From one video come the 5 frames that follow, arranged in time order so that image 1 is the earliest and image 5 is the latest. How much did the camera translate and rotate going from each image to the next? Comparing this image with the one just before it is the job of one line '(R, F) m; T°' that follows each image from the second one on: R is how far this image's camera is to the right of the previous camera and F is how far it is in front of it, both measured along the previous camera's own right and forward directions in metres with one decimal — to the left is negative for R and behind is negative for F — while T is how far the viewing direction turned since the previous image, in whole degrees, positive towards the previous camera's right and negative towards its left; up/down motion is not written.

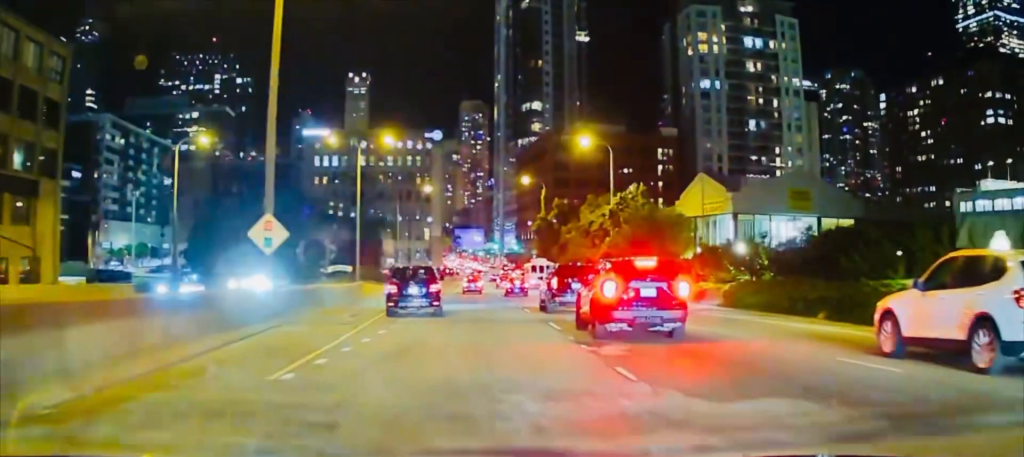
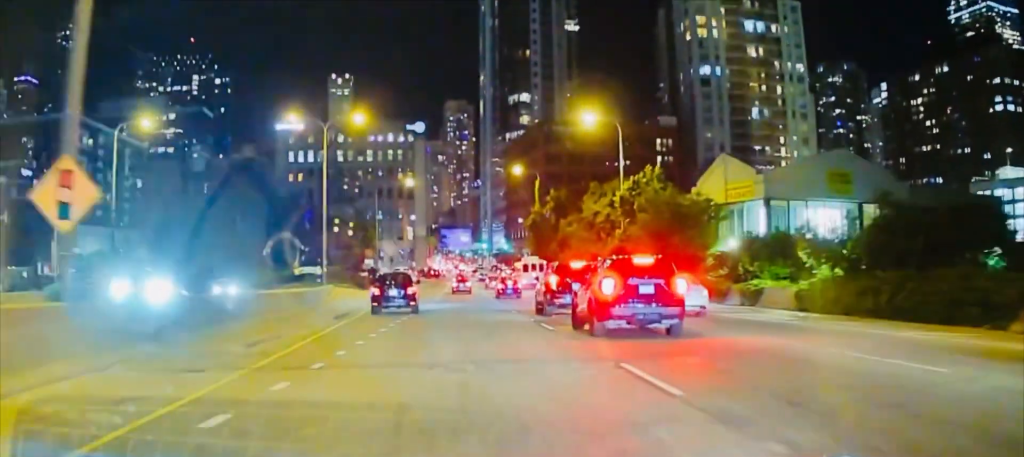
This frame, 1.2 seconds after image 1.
(+0.4, +12.1) m; +3°
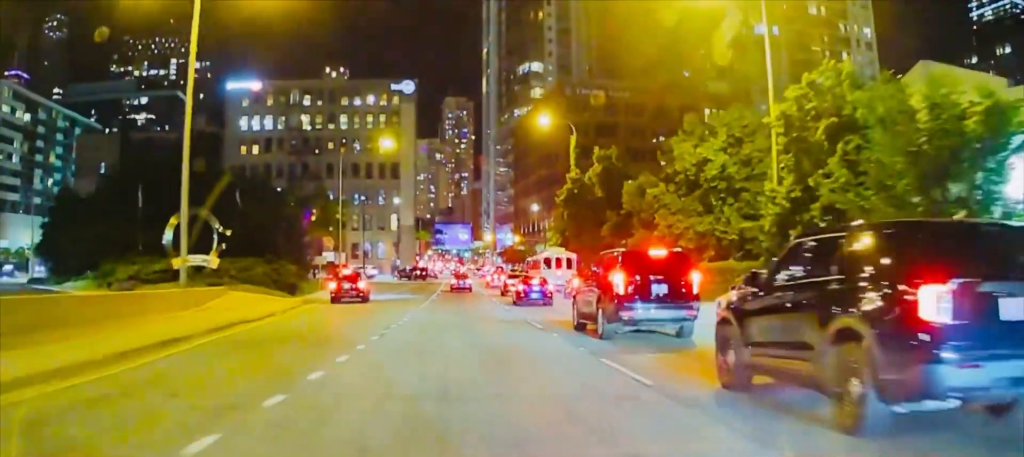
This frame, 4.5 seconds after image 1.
(+0.4, +35.0) m; 0°
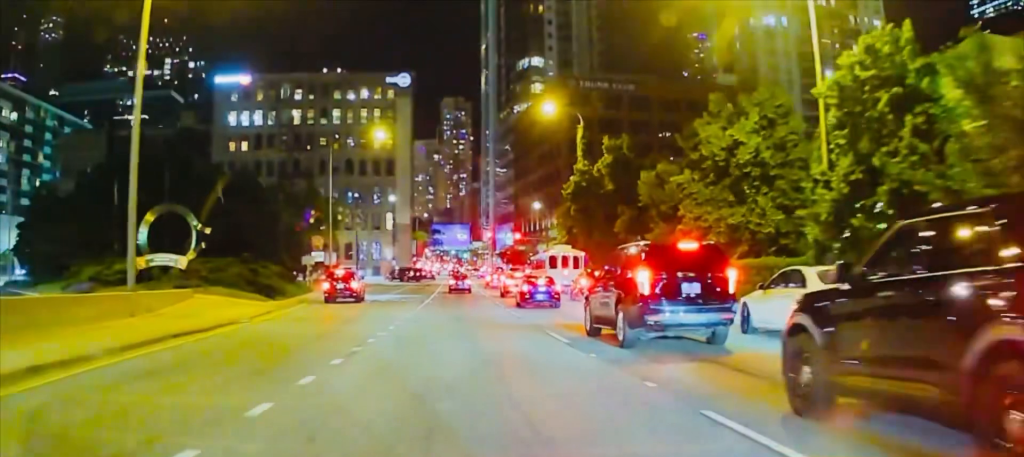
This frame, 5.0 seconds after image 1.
(0.0, +5.7) m; 0°
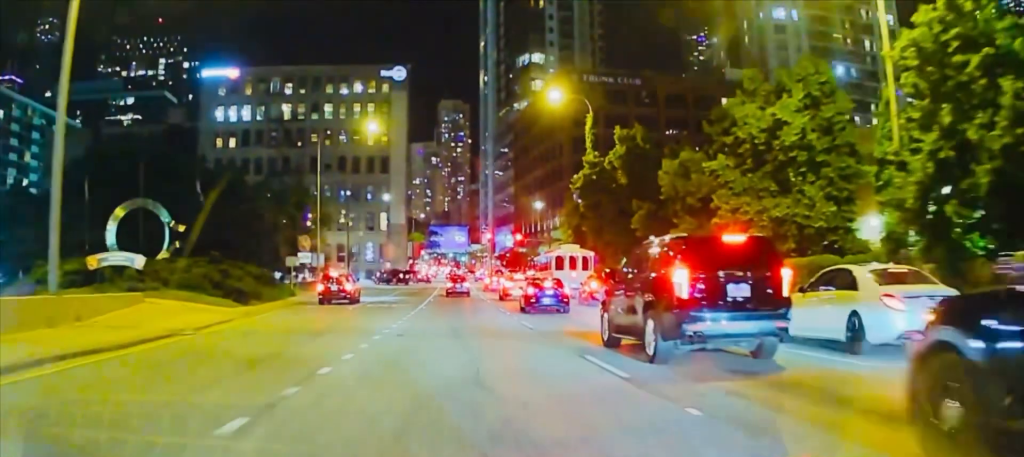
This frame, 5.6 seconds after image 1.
(0.0, +6.1) m; 0°
